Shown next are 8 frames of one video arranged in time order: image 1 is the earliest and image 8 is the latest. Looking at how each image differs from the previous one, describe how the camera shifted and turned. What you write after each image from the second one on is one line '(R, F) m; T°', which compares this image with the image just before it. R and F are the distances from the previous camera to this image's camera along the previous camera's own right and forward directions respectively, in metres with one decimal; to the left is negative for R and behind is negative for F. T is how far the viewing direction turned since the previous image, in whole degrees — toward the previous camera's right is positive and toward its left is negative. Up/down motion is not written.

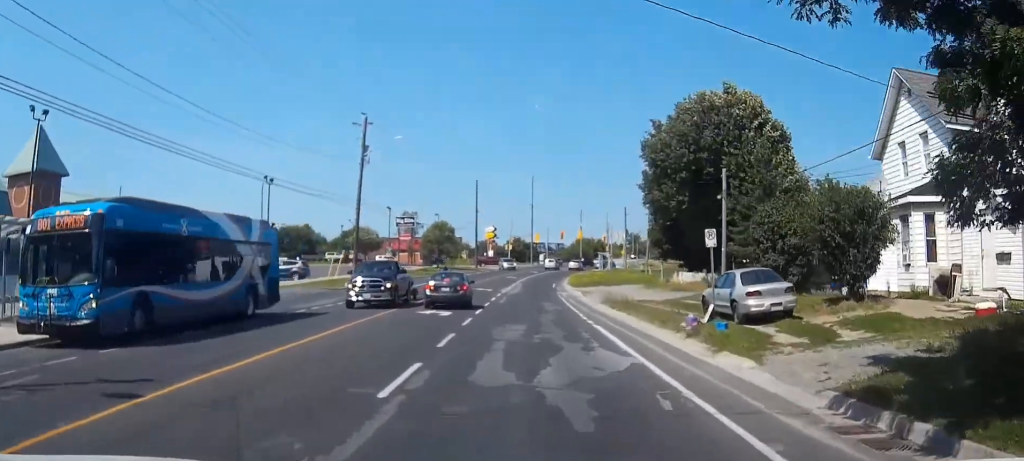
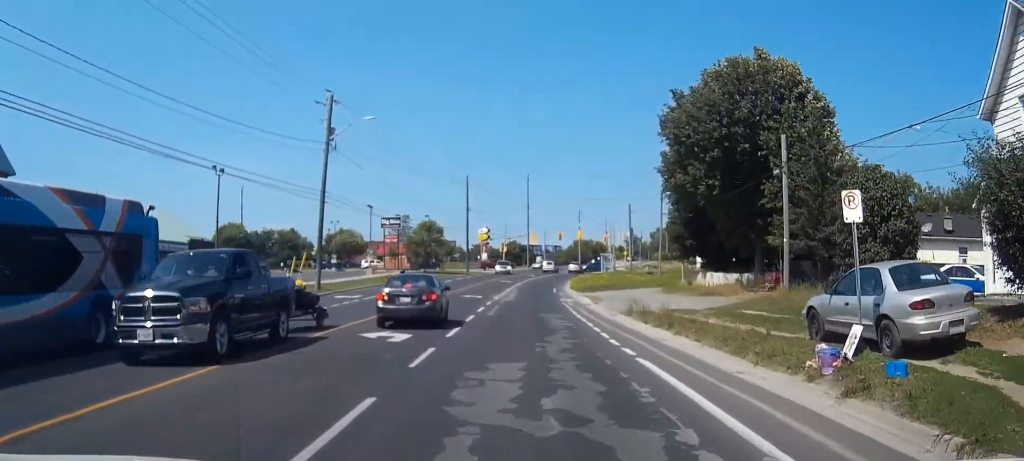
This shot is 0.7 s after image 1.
(+0.1, +8.8) m; 0°
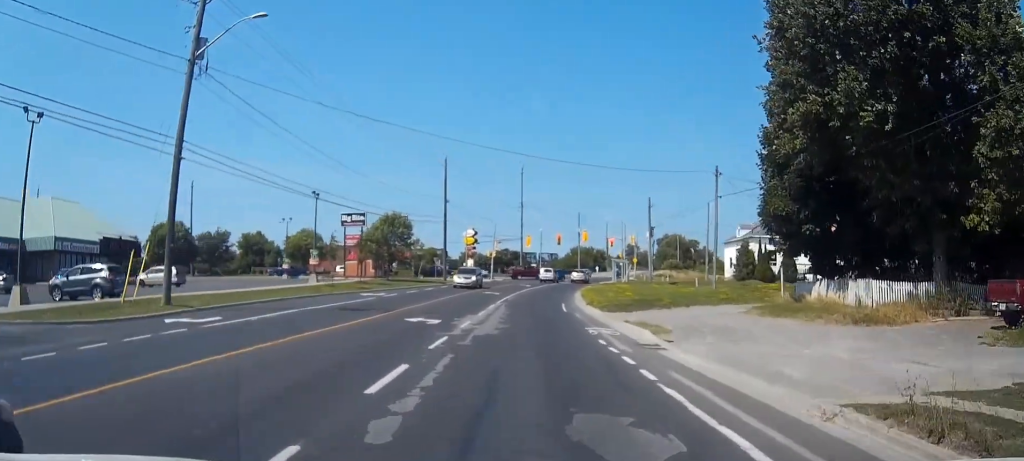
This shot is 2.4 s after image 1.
(-0.1, +21.0) m; 0°
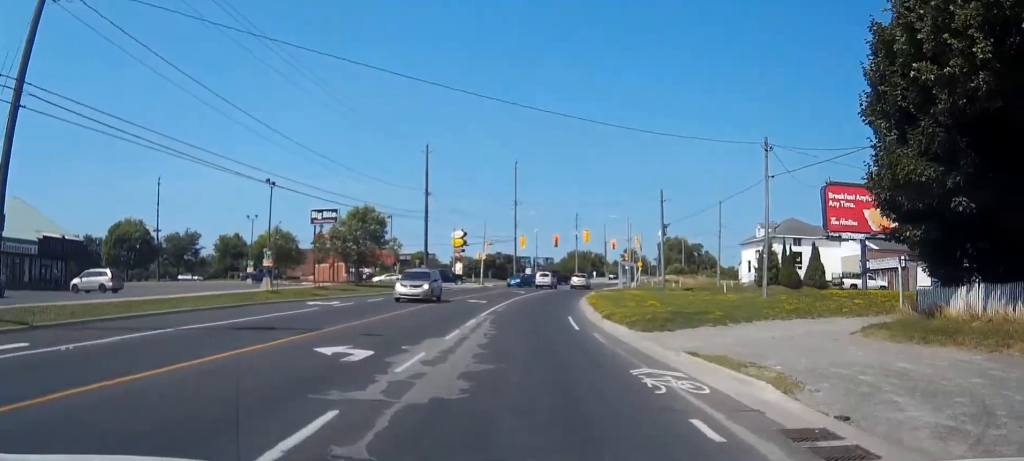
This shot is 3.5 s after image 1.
(+0.1, +10.7) m; +1°
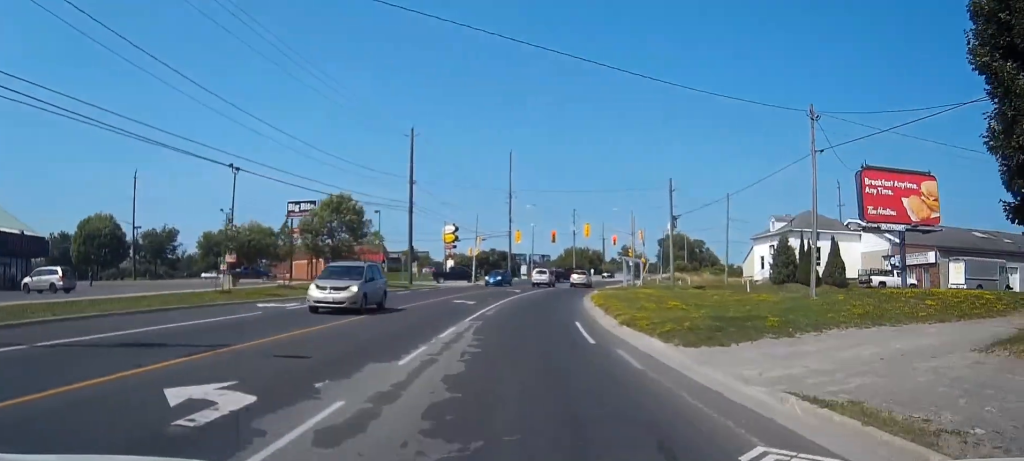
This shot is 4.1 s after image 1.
(0.0, +6.5) m; +1°
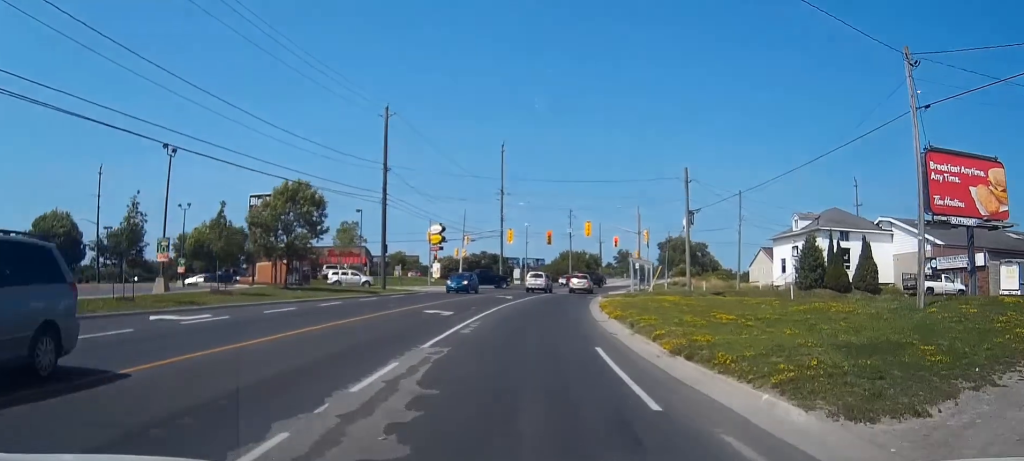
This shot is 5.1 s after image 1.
(+0.1, +8.6) m; +1°
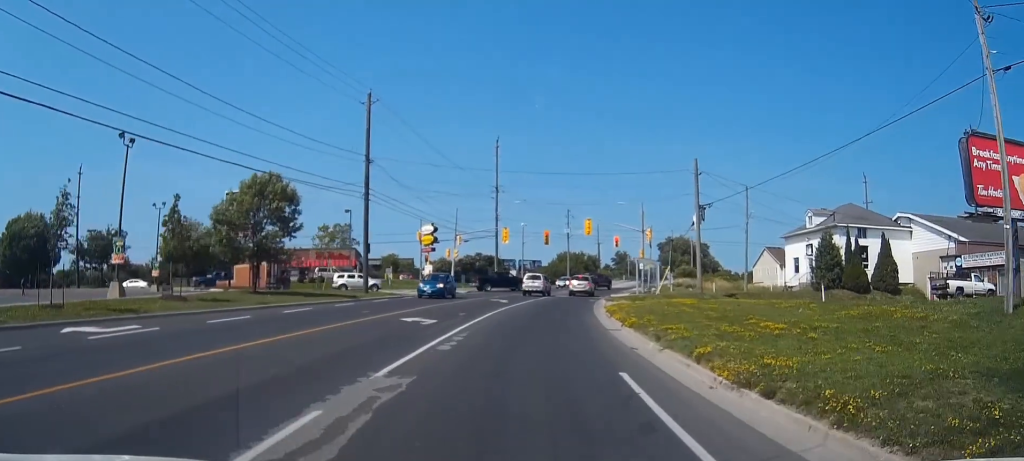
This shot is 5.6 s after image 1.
(0.0, +4.4) m; 0°
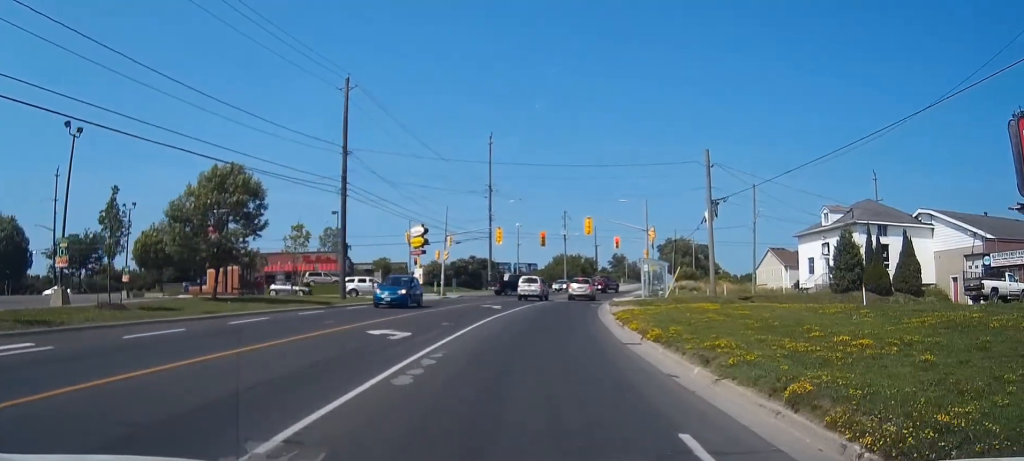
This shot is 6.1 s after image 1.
(0.0, +4.7) m; 0°
